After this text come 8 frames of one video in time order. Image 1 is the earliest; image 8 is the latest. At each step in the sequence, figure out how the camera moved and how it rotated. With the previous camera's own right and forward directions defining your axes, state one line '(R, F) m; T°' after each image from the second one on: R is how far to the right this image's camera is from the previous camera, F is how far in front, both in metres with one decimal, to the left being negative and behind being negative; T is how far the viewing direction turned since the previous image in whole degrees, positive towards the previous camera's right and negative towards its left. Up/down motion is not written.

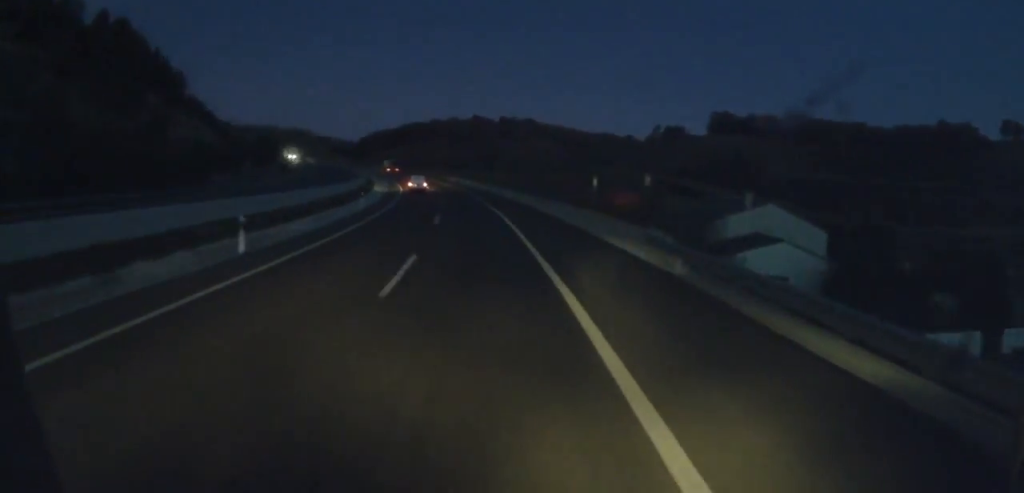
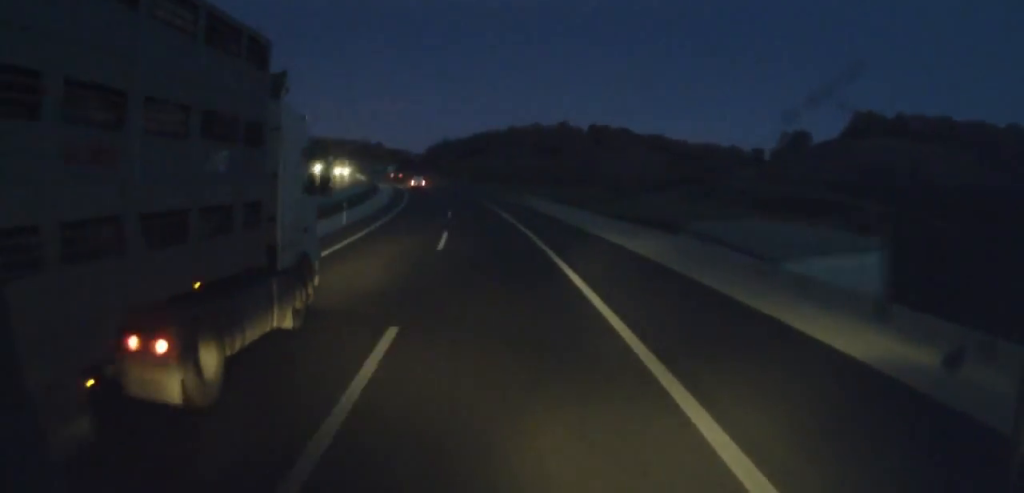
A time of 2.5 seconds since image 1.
(-3.8, +59.1) m; -7°
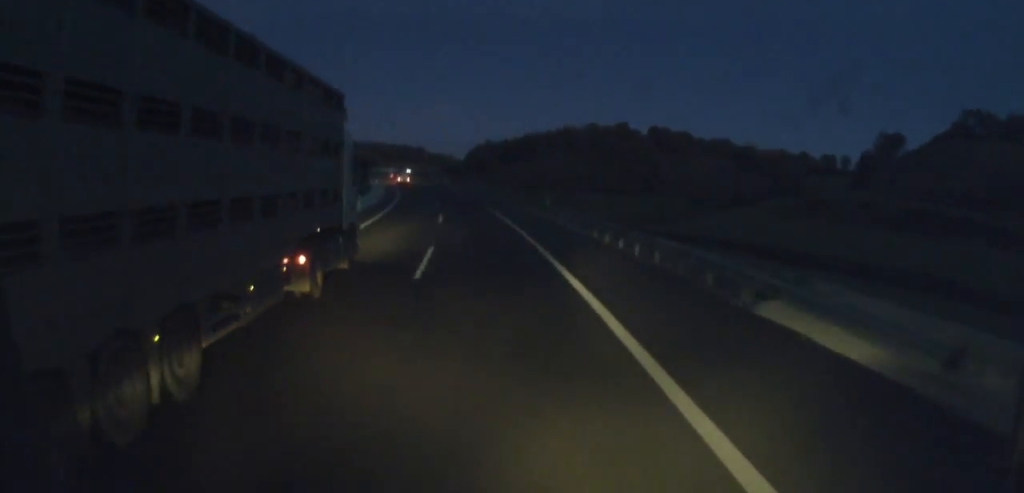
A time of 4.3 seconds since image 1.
(-2.4, +38.8) m; -4°
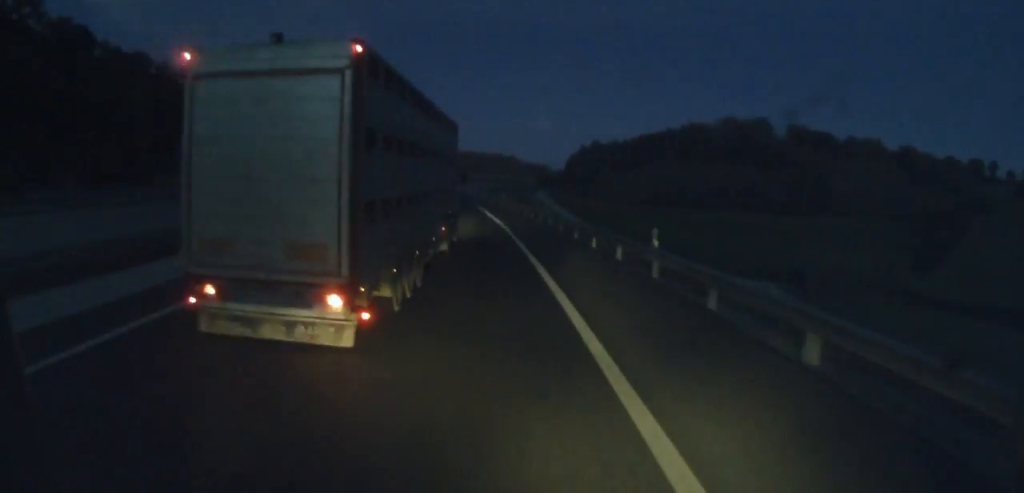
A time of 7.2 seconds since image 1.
(-3.5, +64.9) m; -6°
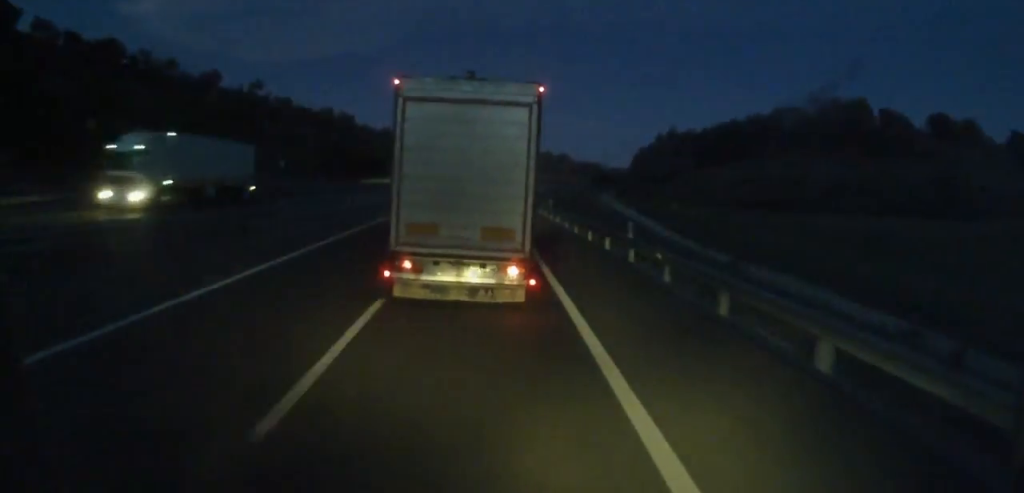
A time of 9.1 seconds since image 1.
(-2.5, +39.9) m; -3°
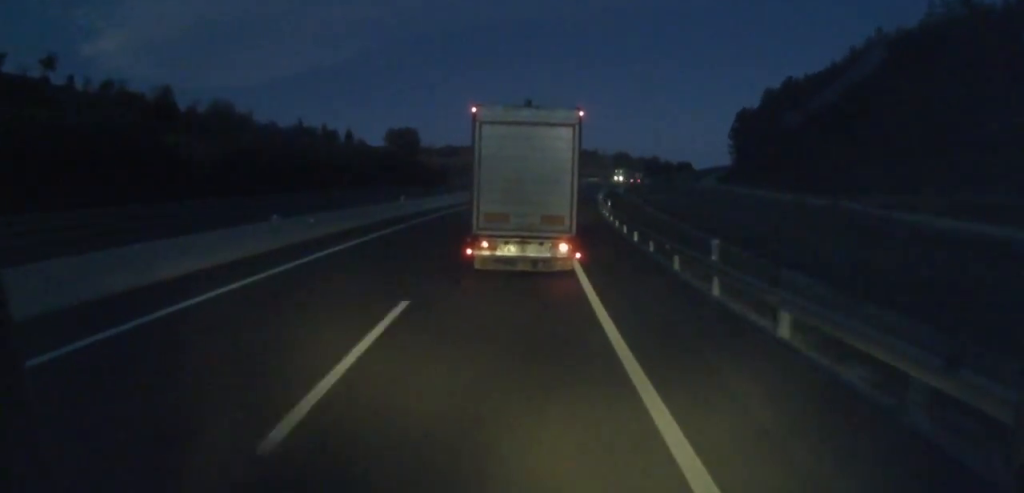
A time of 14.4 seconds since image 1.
(-7.2, +115.4) m; 0°
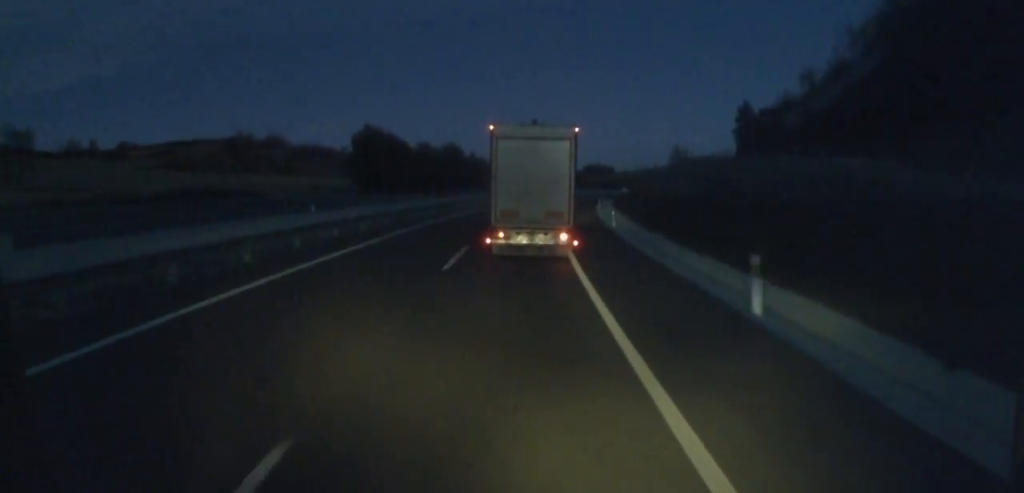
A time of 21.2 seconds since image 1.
(+23.2, +152.1) m; +18°
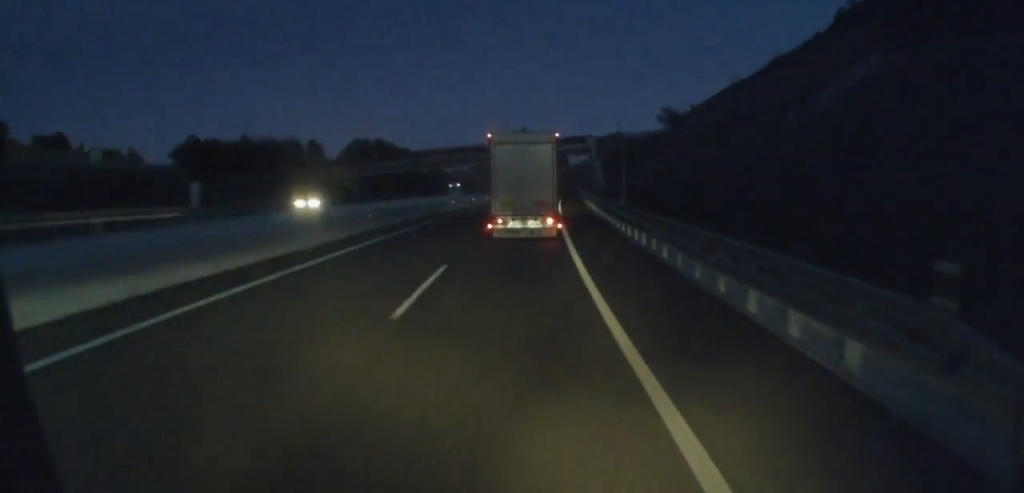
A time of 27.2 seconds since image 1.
(+20.3, +138.3) m; +18°
